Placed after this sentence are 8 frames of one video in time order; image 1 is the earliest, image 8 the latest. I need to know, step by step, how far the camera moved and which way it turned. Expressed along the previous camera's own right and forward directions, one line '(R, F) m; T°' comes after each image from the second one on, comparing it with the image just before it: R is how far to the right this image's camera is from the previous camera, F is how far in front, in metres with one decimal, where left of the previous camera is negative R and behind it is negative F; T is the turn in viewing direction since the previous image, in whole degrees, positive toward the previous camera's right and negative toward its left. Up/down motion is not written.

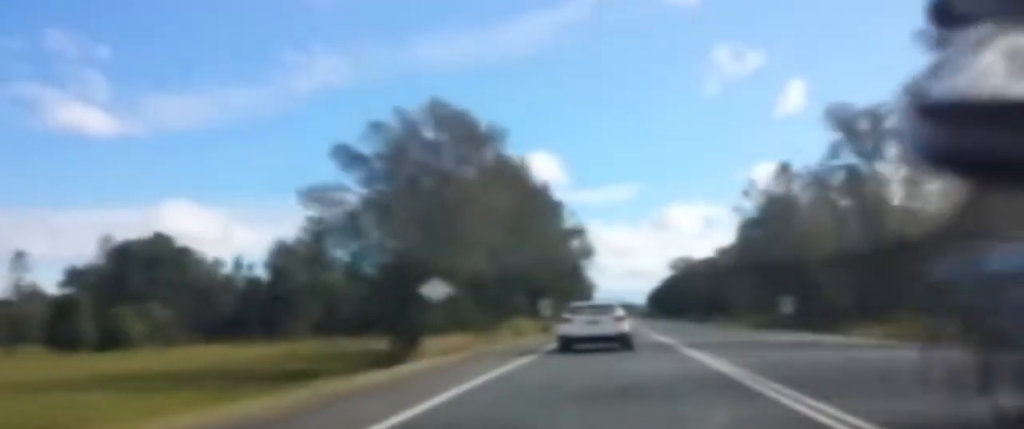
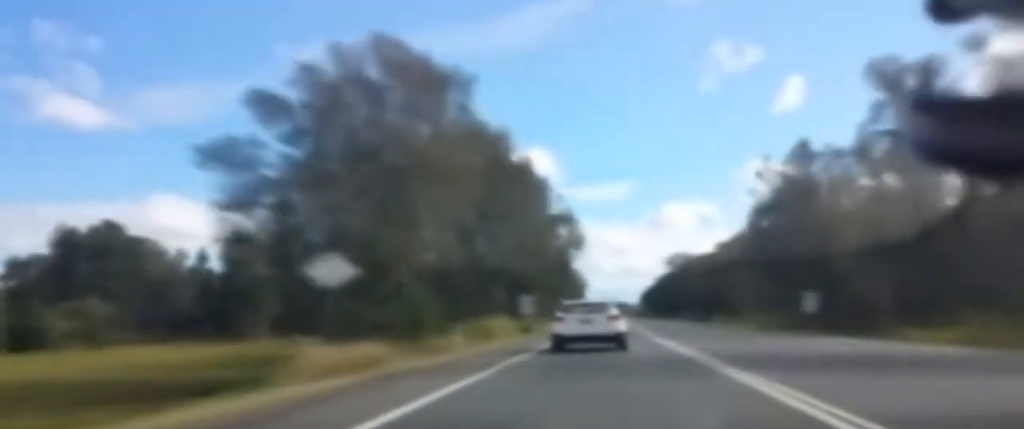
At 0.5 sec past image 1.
(-0.1, +10.2) m; 0°
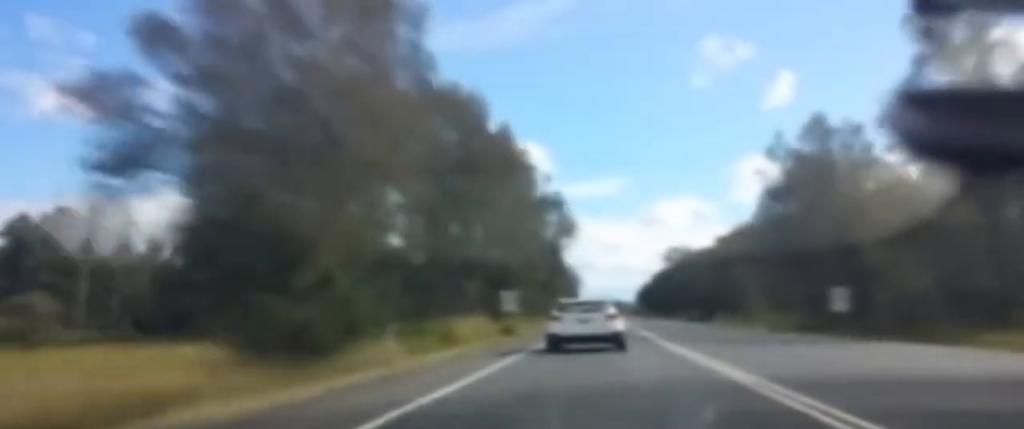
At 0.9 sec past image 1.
(0.0, +8.7) m; 0°
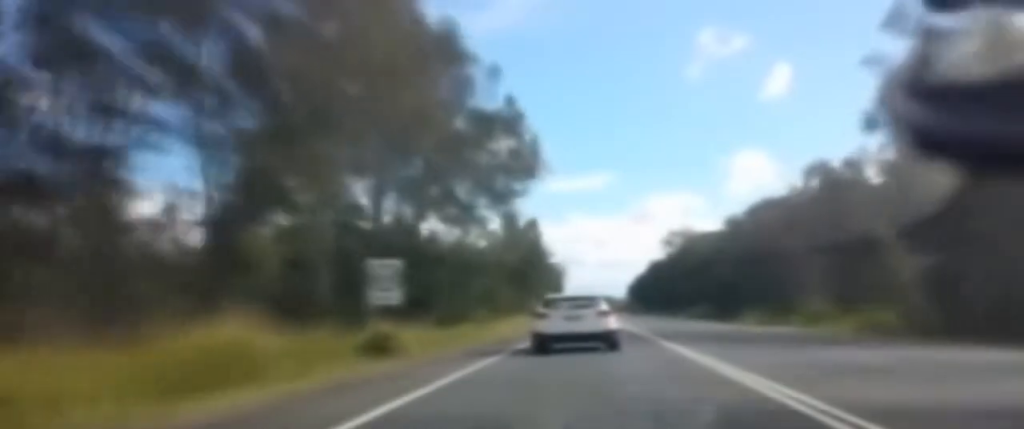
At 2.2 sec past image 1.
(0.0, +29.3) m; +1°
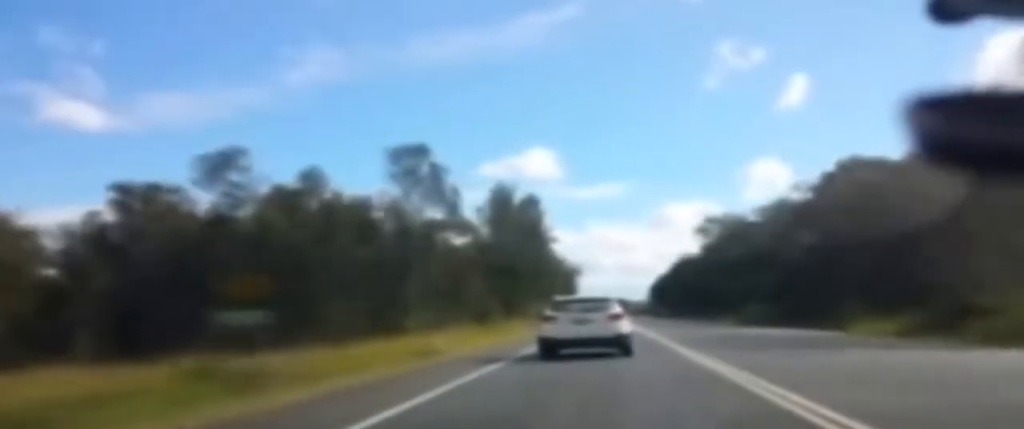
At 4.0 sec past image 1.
(+0.6, +36.1) m; -1°
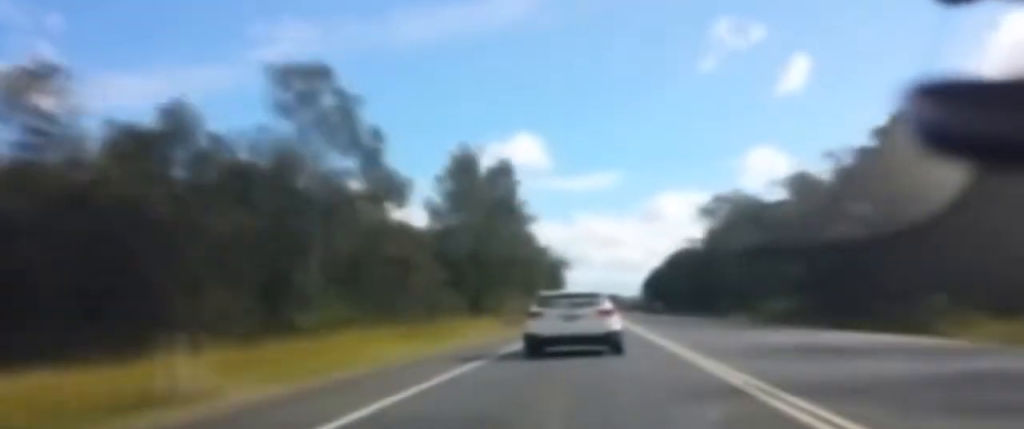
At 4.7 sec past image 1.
(-0.7, +15.5) m; -1°
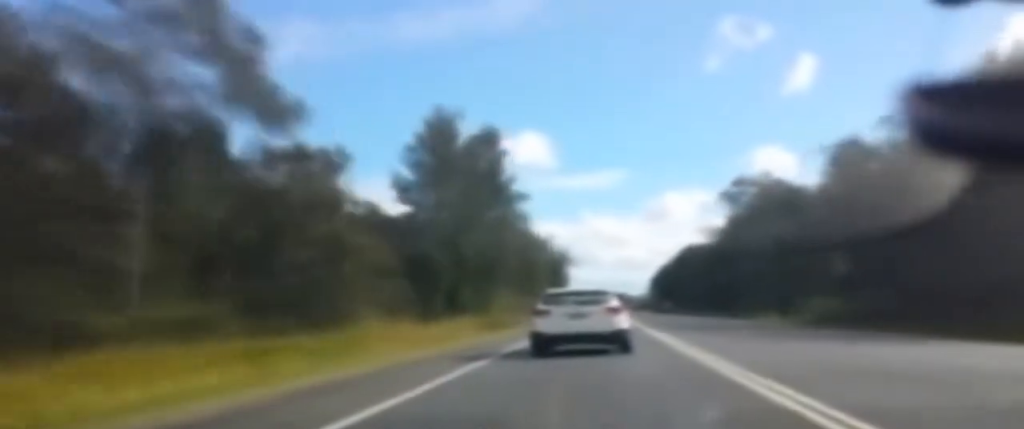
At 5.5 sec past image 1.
(+0.3, +15.2) m; +1°
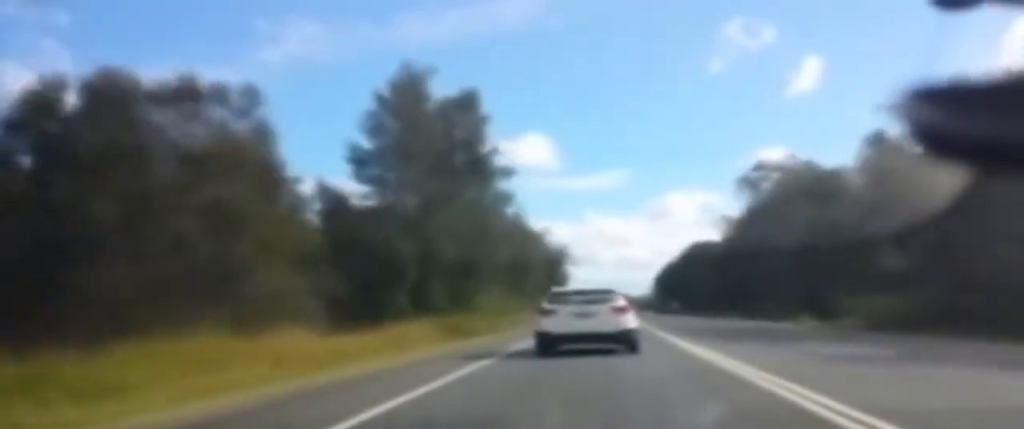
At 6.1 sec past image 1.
(+0.2, +12.5) m; +1°
